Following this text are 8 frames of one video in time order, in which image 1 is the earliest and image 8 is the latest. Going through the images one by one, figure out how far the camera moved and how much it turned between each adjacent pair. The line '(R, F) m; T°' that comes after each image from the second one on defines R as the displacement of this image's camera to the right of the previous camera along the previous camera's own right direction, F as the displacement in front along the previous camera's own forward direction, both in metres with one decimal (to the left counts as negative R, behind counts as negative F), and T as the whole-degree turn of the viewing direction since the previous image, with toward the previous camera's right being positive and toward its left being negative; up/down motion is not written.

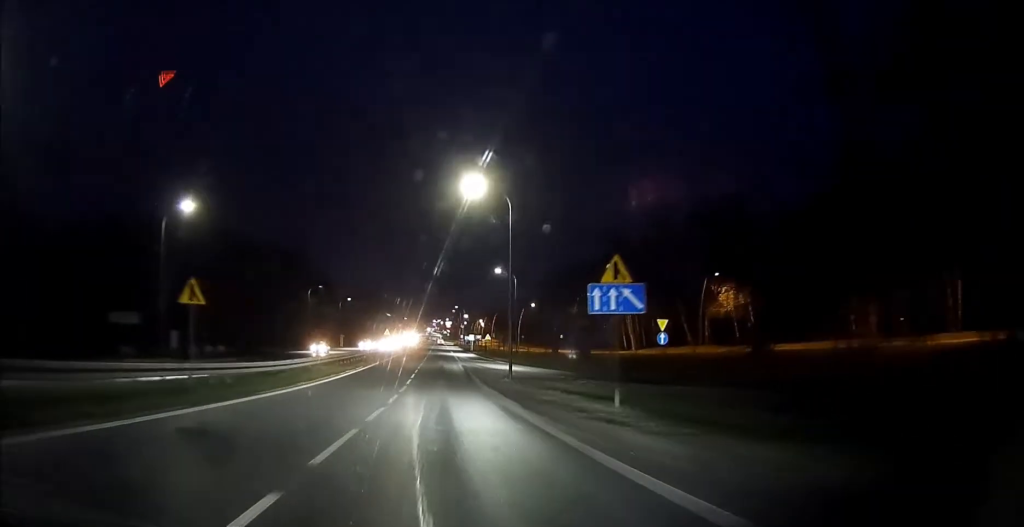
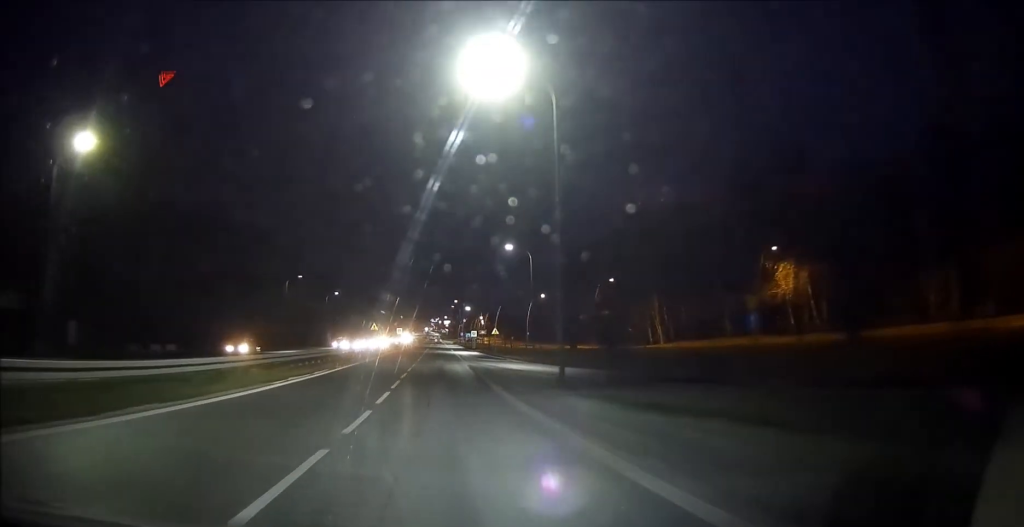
(+0.1, +15.1) m; 0°
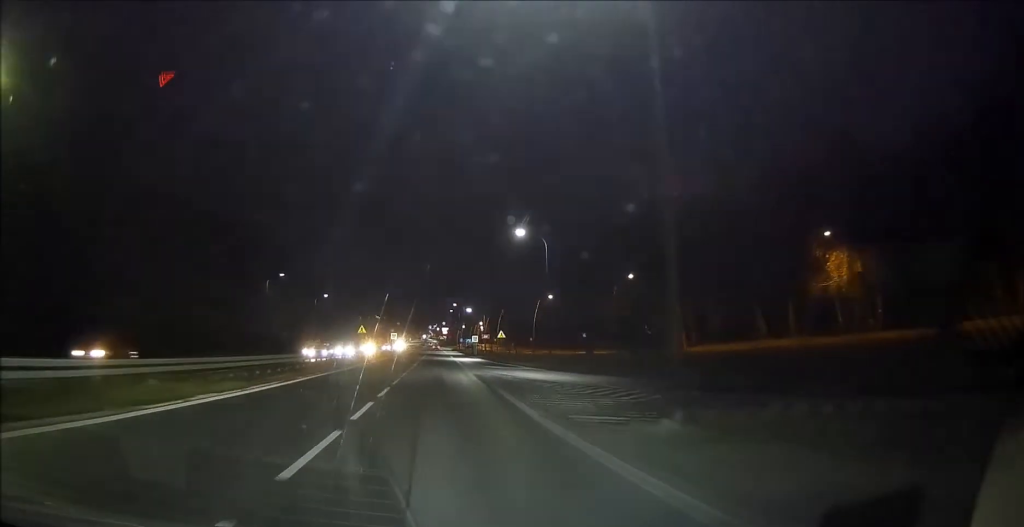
(0.0, +10.1) m; 0°
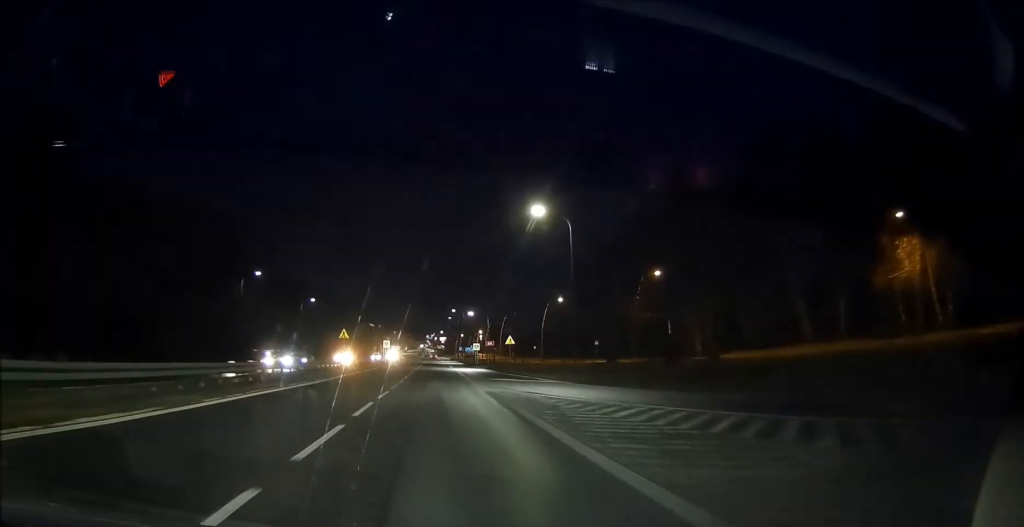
(0.0, +10.4) m; 0°
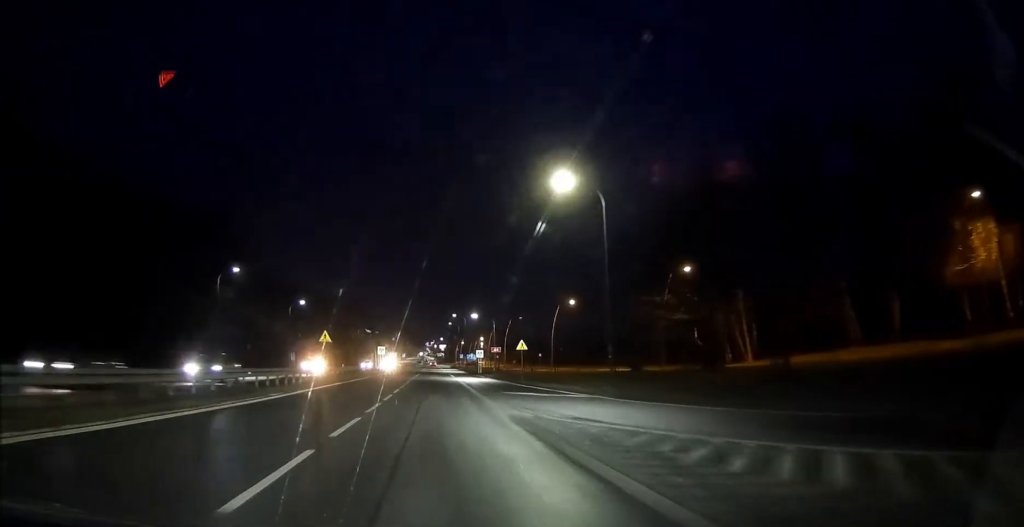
(0.0, +8.3) m; 0°
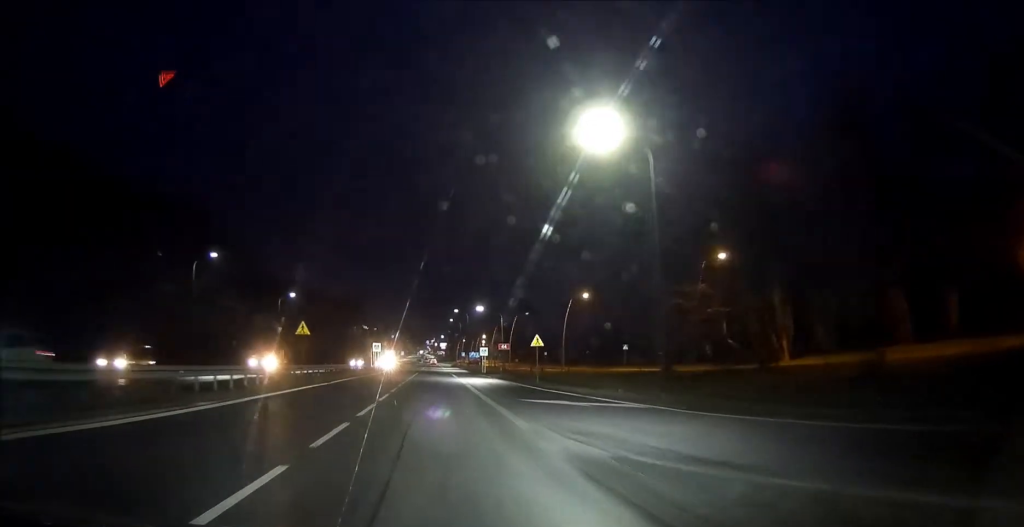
(0.0, +7.3) m; +1°
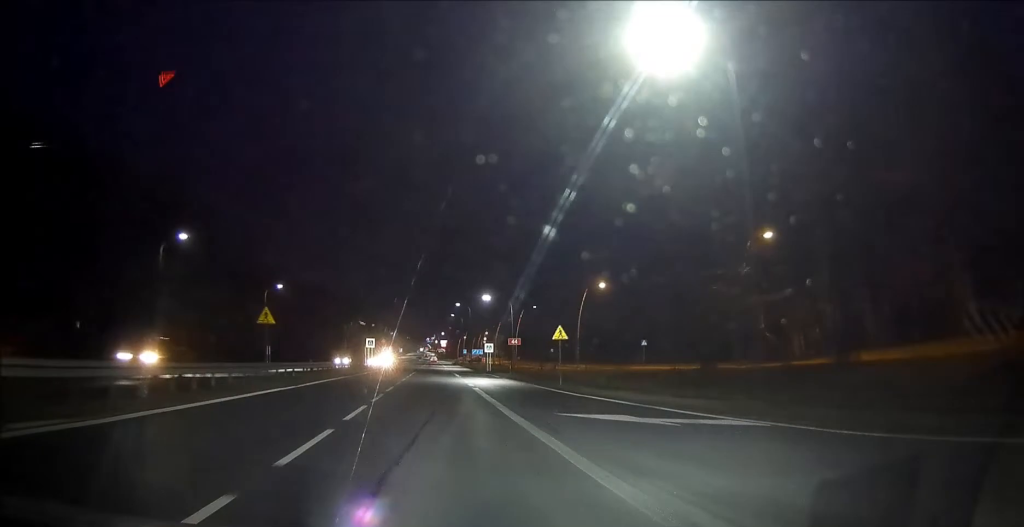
(0.0, +7.8) m; 0°
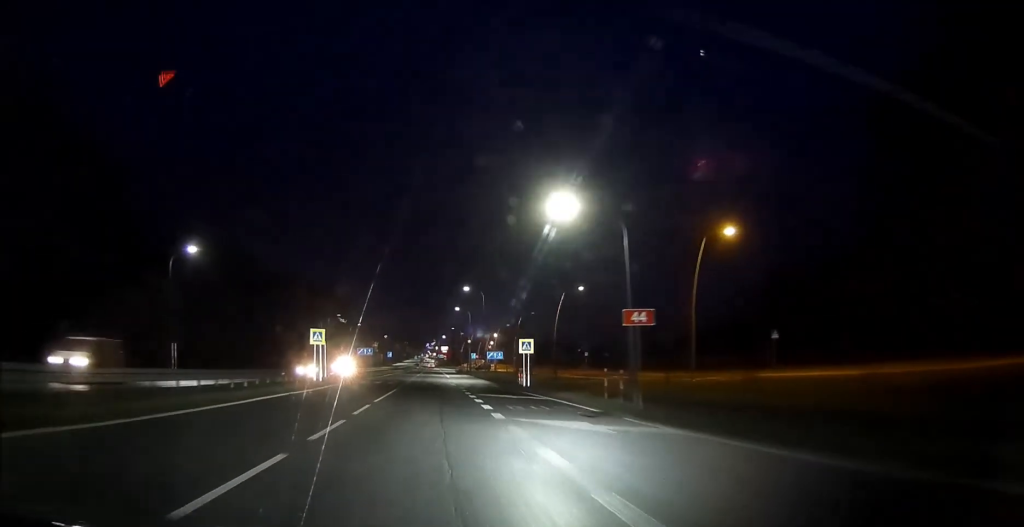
(0.0, +32.0) m; -1°
